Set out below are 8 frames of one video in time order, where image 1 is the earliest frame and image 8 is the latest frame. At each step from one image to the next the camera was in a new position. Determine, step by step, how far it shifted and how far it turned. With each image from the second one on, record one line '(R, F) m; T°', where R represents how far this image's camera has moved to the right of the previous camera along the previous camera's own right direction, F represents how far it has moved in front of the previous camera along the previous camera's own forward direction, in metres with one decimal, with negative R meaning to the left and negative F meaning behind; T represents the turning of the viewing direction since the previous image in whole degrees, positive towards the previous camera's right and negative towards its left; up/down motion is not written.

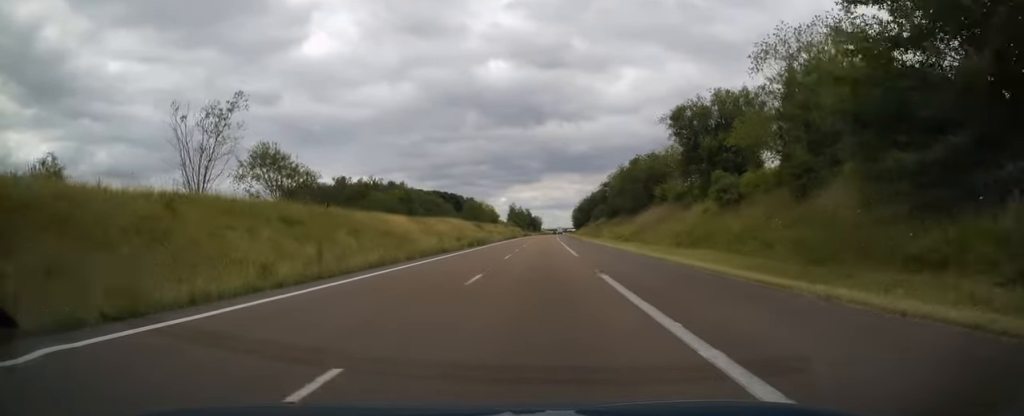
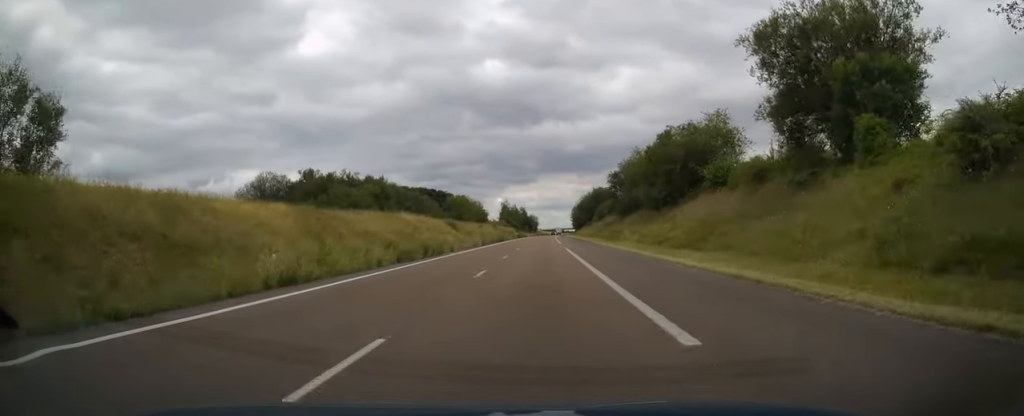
(-0.3, +24.6) m; 0°
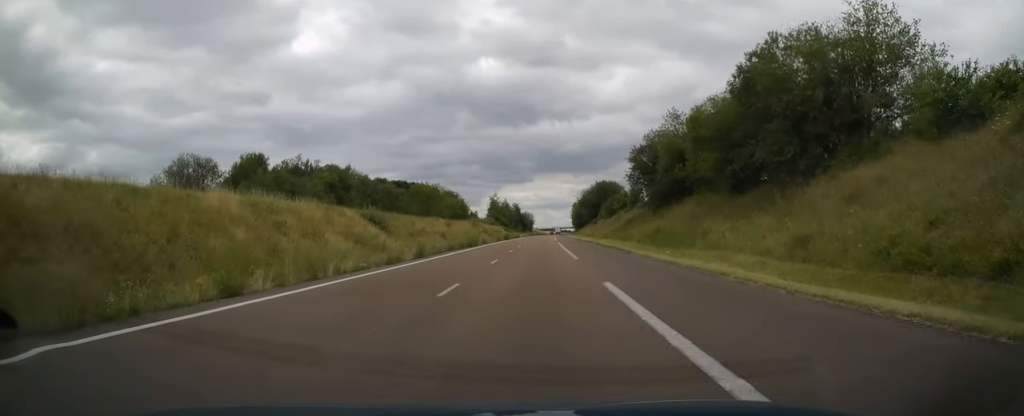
(+0.4, +31.4) m; +1°
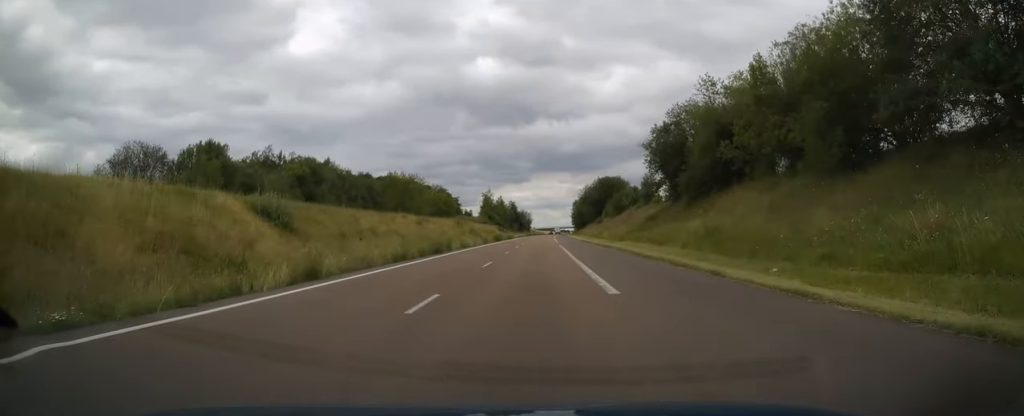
(-0.1, +15.7) m; 0°
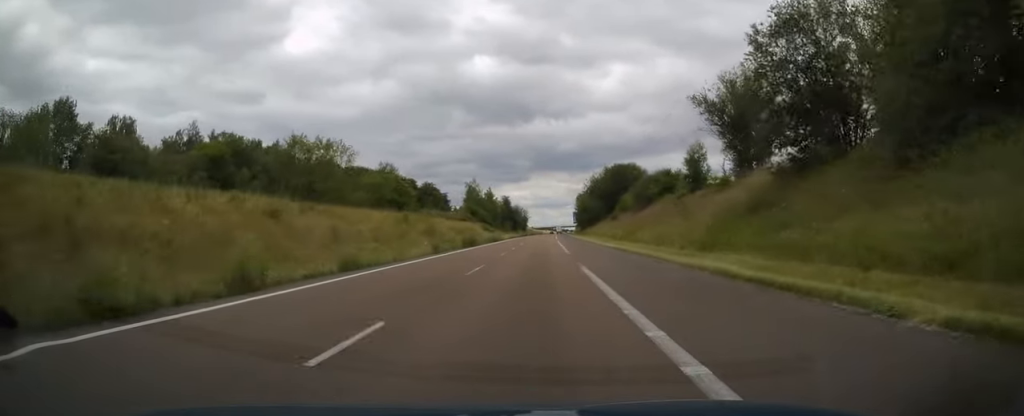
(-0.1, +30.4) m; 0°
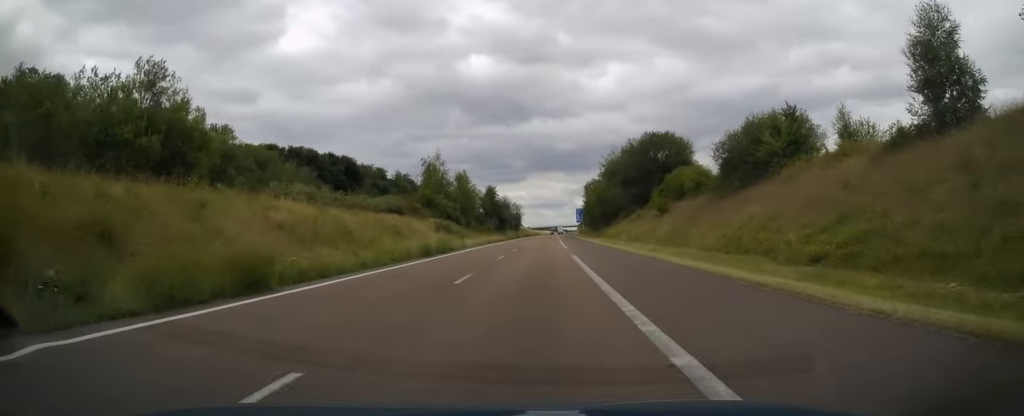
(+0.3, +42.6) m; 0°
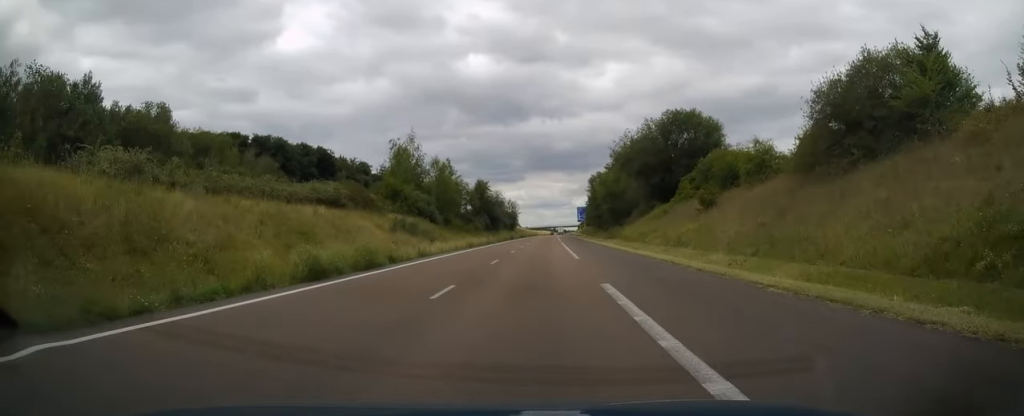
(0.0, +16.7) m; 0°
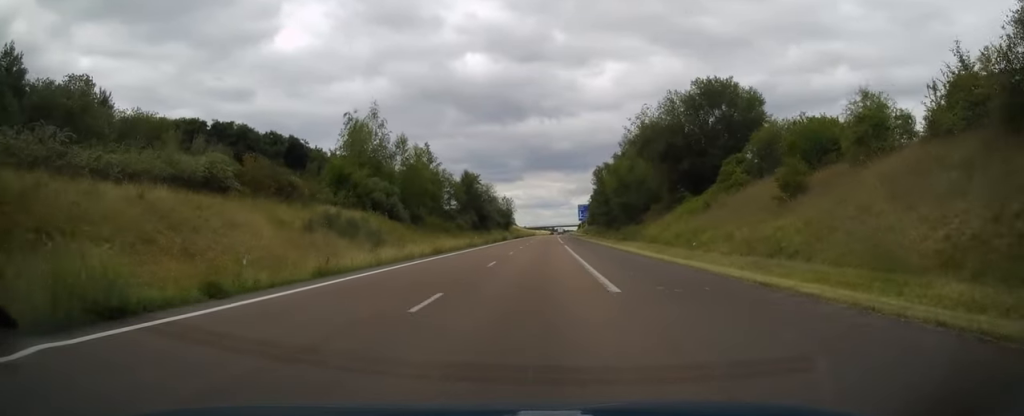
(-0.1, +15.2) m; 0°
